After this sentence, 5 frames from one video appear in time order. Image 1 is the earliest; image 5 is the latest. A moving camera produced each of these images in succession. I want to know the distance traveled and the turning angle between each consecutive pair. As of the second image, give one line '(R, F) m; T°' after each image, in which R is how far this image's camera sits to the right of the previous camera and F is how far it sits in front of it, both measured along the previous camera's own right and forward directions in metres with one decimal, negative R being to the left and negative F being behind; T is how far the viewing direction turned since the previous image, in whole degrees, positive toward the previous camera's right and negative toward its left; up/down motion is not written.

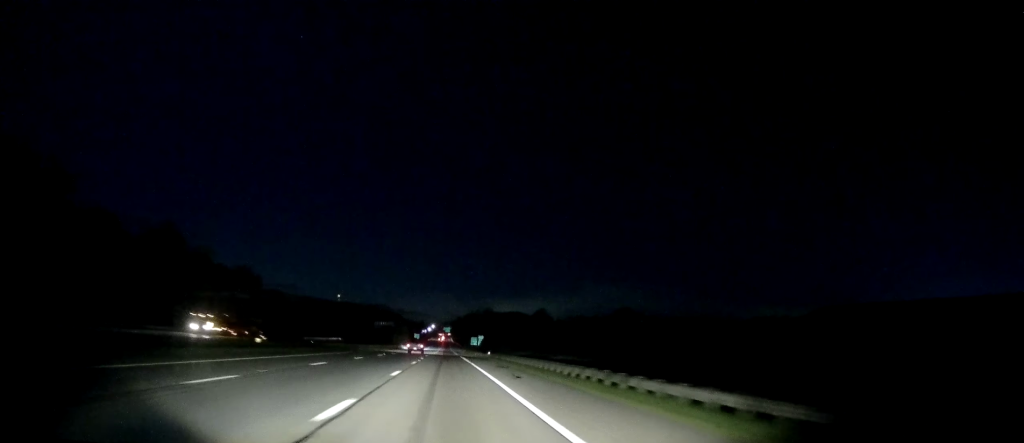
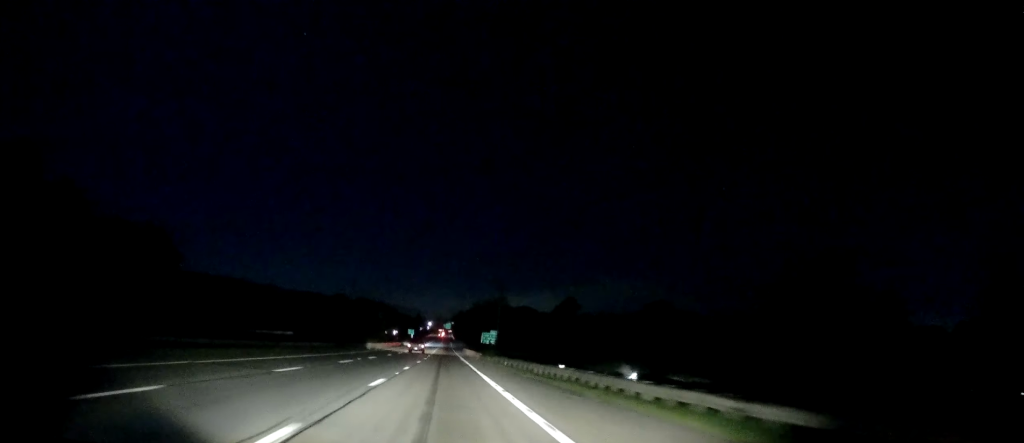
(0.0, +53.4) m; 0°
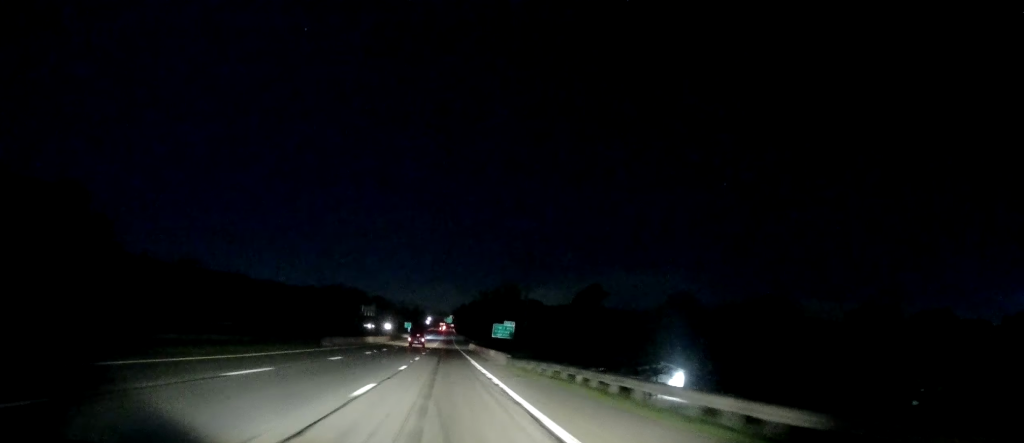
(0.0, +28.4) m; 0°
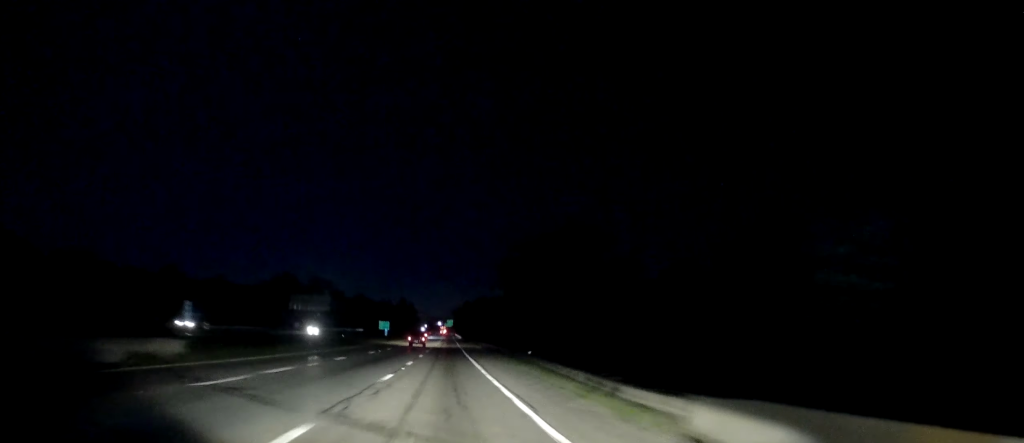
(-0.8, +88.7) m; 0°
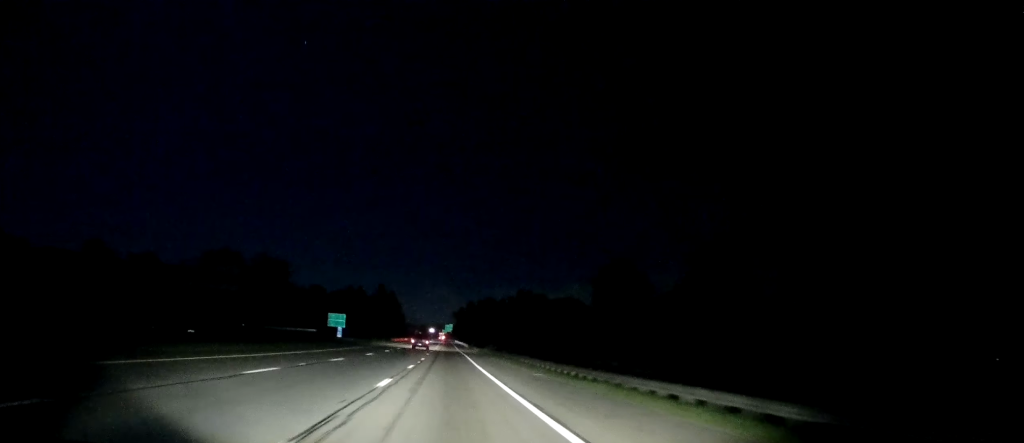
(+0.5, +62.4) m; +1°
